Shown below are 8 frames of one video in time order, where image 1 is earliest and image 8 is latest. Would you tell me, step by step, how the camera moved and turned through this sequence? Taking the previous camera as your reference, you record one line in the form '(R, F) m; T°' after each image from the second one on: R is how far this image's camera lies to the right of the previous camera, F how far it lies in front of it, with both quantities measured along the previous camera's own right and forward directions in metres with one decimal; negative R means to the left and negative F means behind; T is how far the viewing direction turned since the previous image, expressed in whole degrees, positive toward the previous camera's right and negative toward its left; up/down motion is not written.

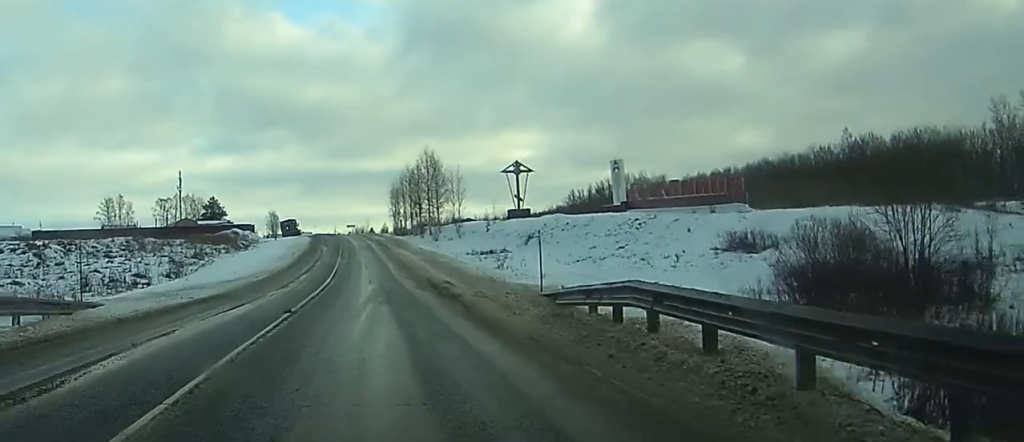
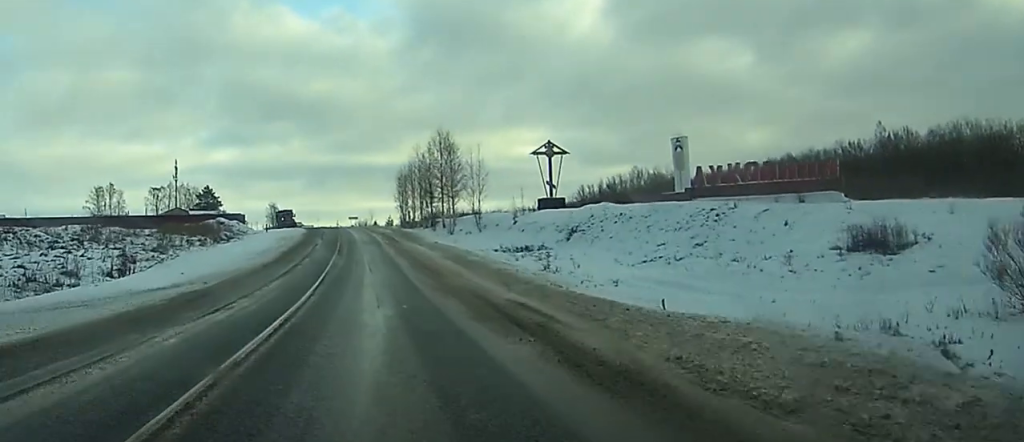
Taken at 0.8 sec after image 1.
(0.0, +15.8) m; 0°
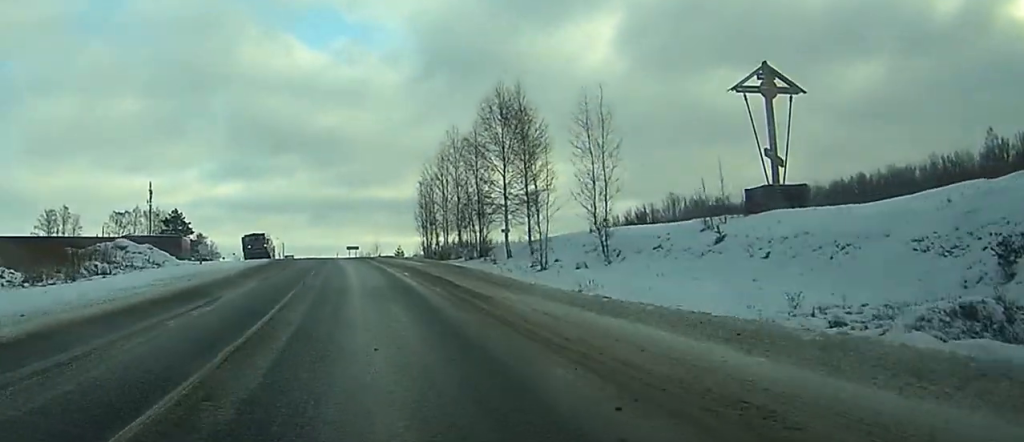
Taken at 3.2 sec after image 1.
(-0.1, +46.8) m; 0°
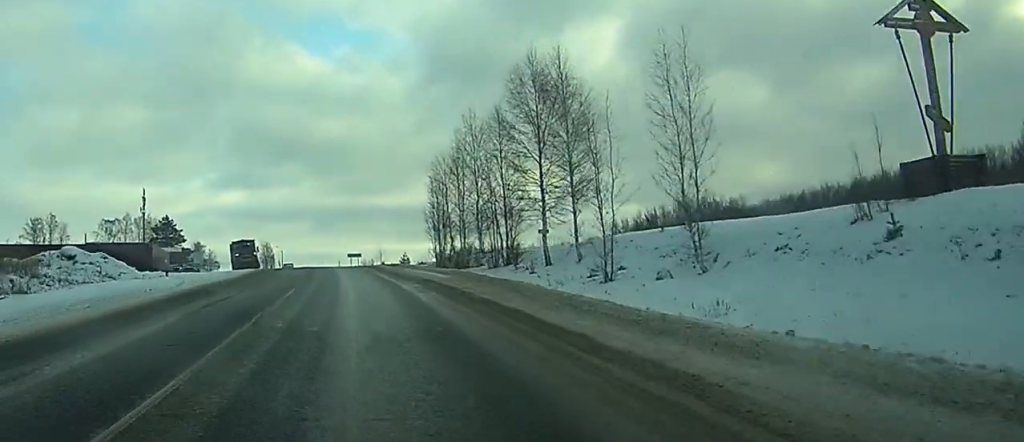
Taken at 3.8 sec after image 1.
(0.0, +12.2) m; -1°
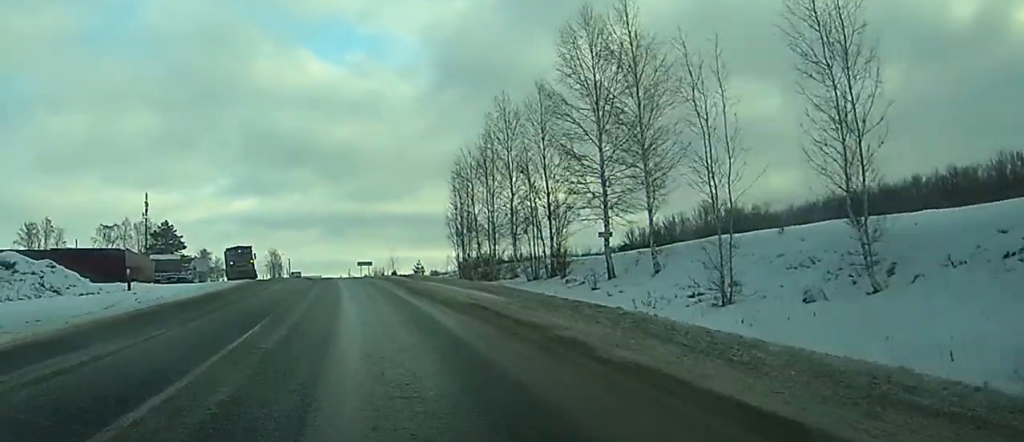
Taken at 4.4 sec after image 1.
(-0.1, +10.8) m; 0°
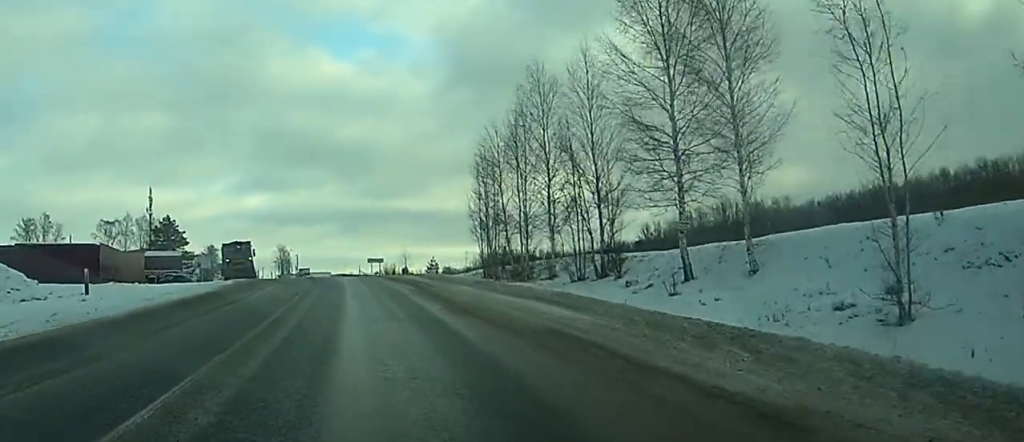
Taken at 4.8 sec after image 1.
(-0.1, +8.2) m; 0°
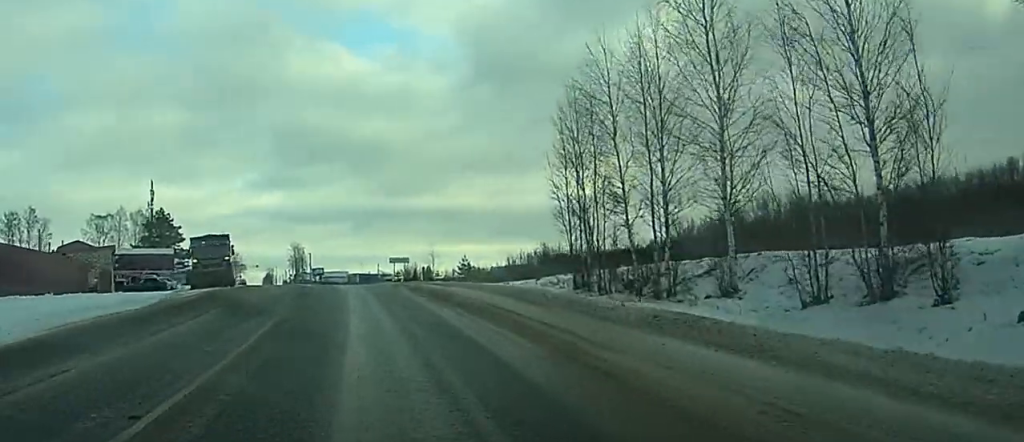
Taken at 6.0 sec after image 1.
(-0.1, +21.3) m; -1°
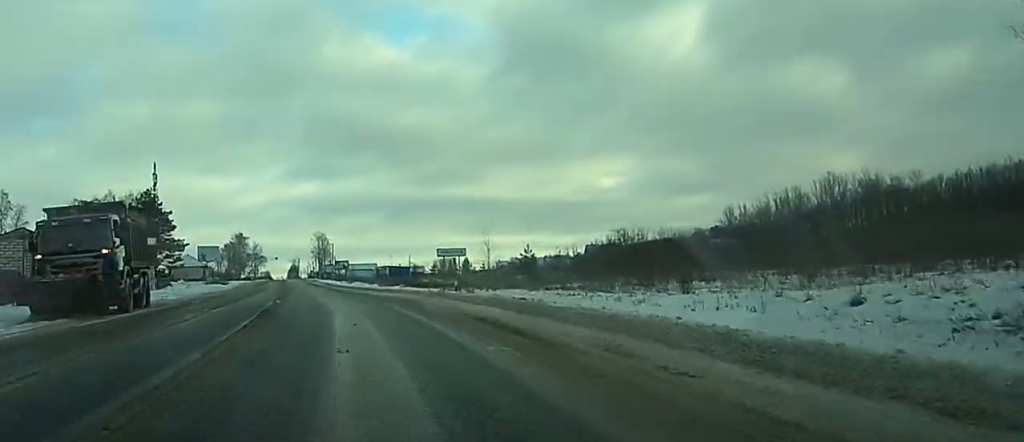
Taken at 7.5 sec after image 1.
(-0.7, +29.0) m; -2°
